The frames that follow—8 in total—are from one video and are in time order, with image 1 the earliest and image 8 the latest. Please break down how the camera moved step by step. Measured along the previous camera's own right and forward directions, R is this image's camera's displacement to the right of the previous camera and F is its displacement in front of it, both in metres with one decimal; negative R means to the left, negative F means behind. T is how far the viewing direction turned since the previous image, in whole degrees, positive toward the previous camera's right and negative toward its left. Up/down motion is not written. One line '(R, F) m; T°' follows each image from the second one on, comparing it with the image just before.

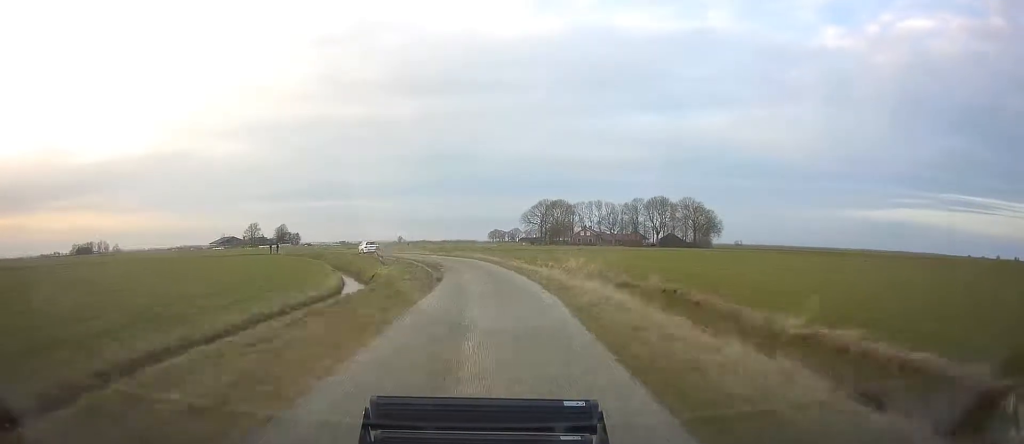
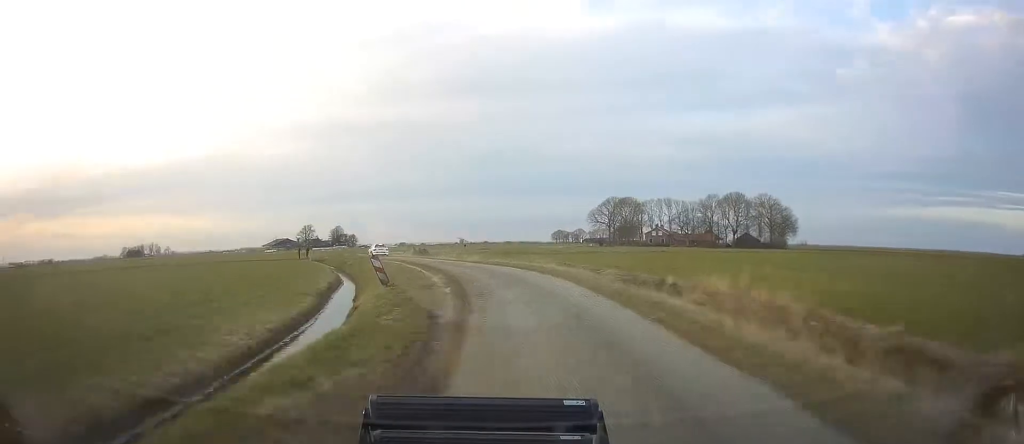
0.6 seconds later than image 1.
(-0.2, +17.0) m; -3°
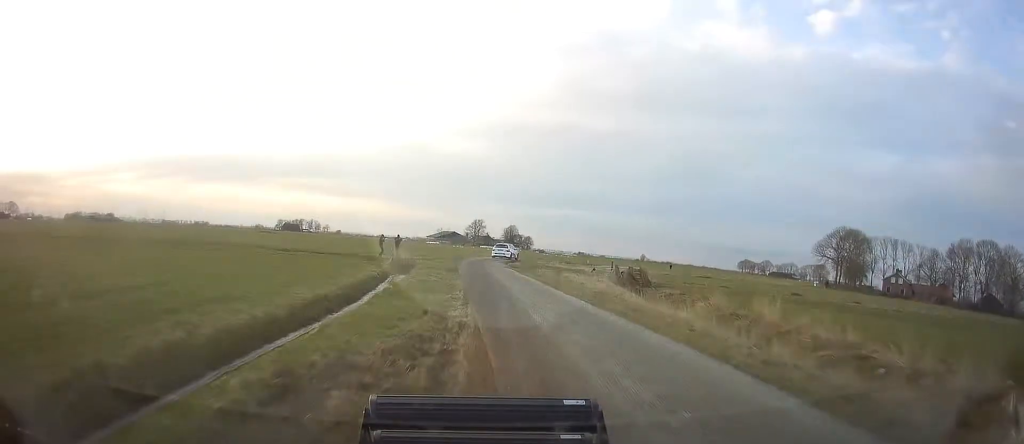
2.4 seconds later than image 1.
(-5.4, +44.8) m; -13°
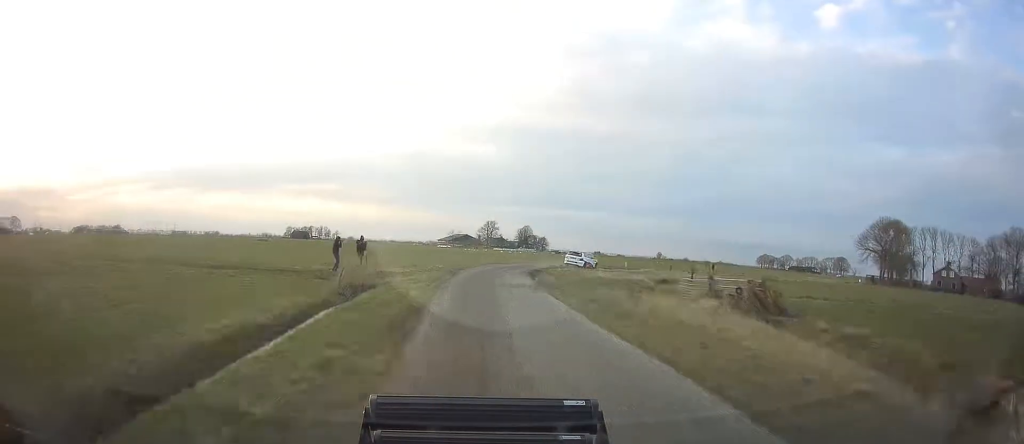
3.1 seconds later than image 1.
(-0.9, +16.7) m; -2°
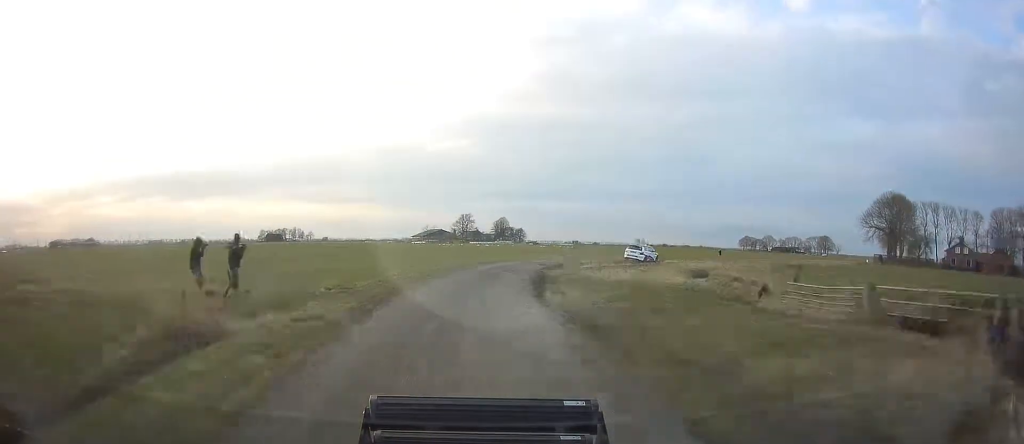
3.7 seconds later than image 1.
(-0.1, +13.4) m; +1°
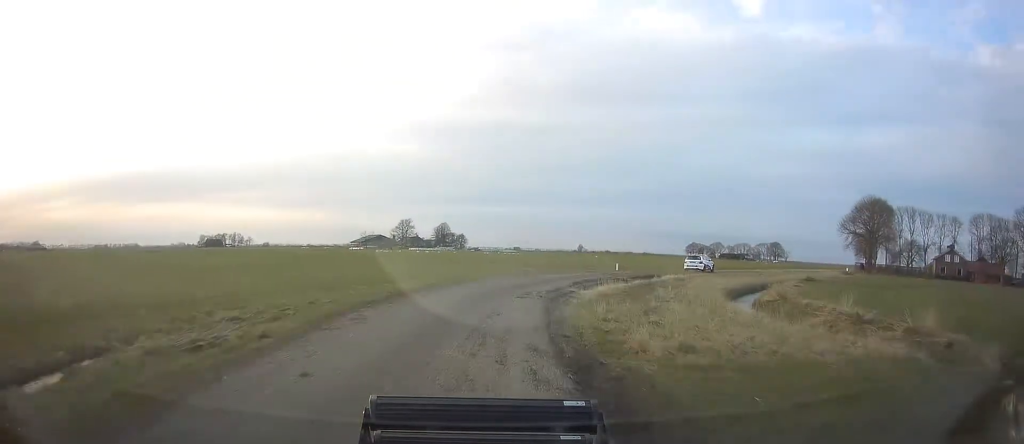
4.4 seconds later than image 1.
(-0.1, +14.7) m; +4°
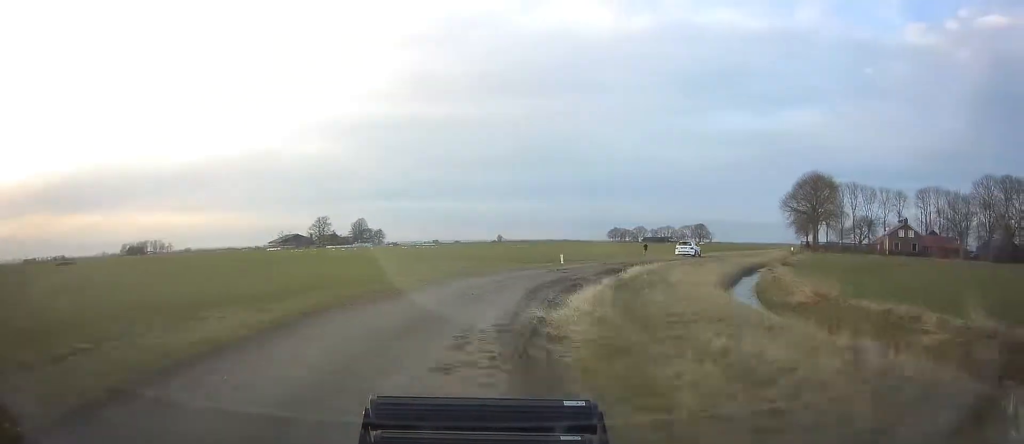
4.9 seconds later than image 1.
(+0.8, +9.2) m; +7°
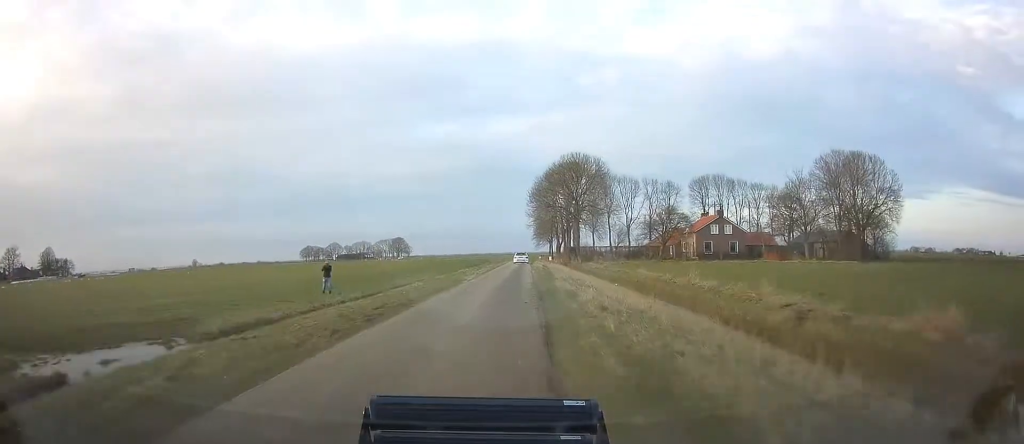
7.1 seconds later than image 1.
(+9.9, +37.5) m; +26°
